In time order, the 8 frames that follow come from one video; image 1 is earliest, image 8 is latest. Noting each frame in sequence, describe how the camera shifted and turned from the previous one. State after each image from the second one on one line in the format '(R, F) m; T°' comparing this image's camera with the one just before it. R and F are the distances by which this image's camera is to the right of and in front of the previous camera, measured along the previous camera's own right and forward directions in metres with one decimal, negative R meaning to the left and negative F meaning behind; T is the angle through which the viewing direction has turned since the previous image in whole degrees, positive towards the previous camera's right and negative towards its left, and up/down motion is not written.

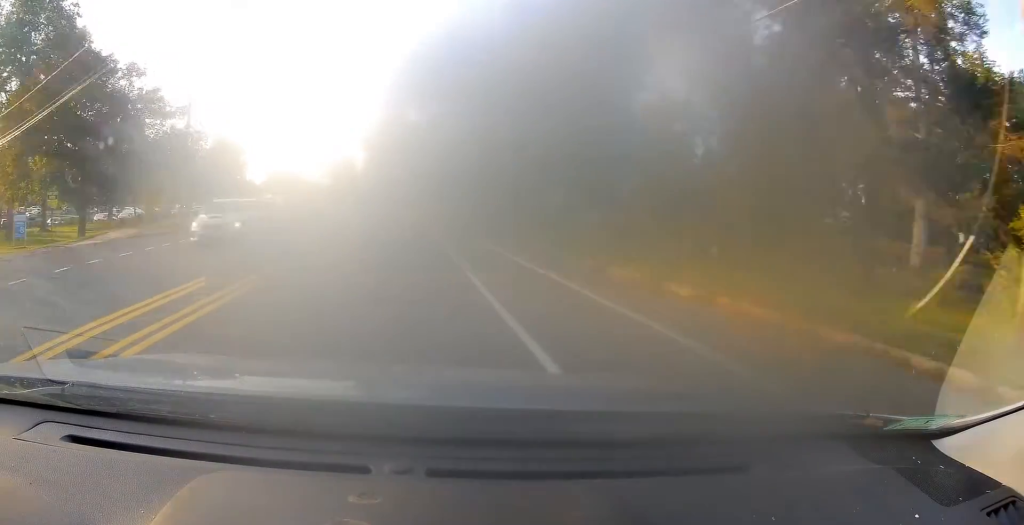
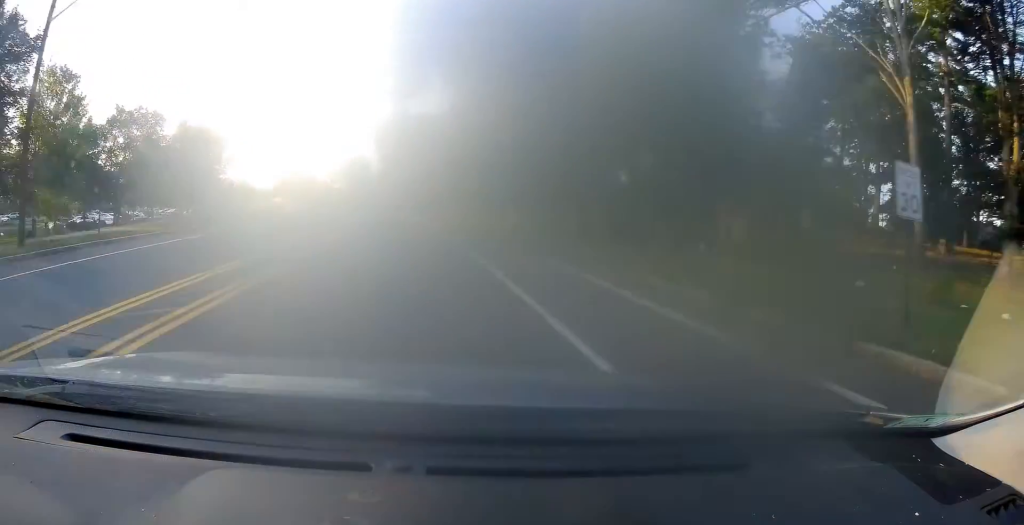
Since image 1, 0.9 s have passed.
(-0.1, +17.0) m; -2°
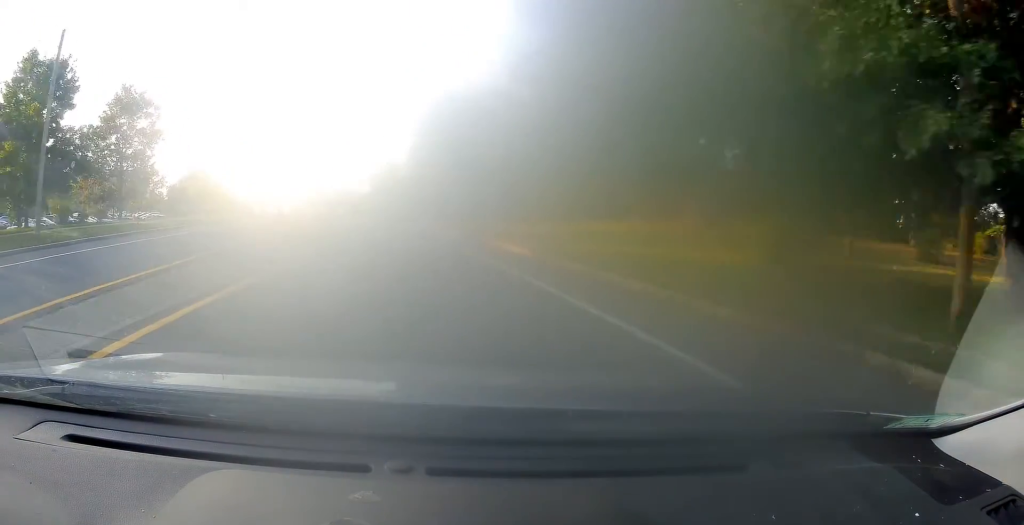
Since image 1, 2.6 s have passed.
(-0.9, +30.8) m; -2°
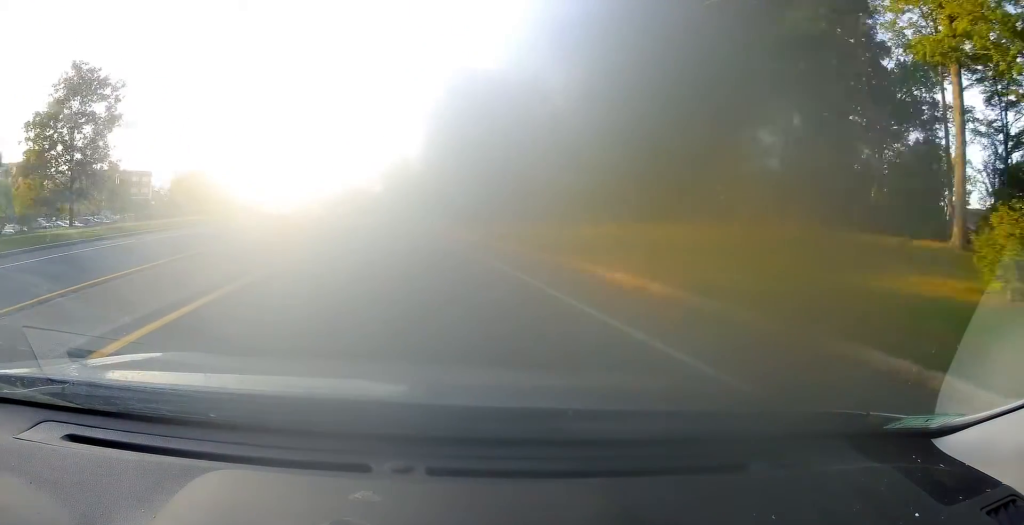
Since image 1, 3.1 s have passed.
(-0.2, +9.9) m; -3°
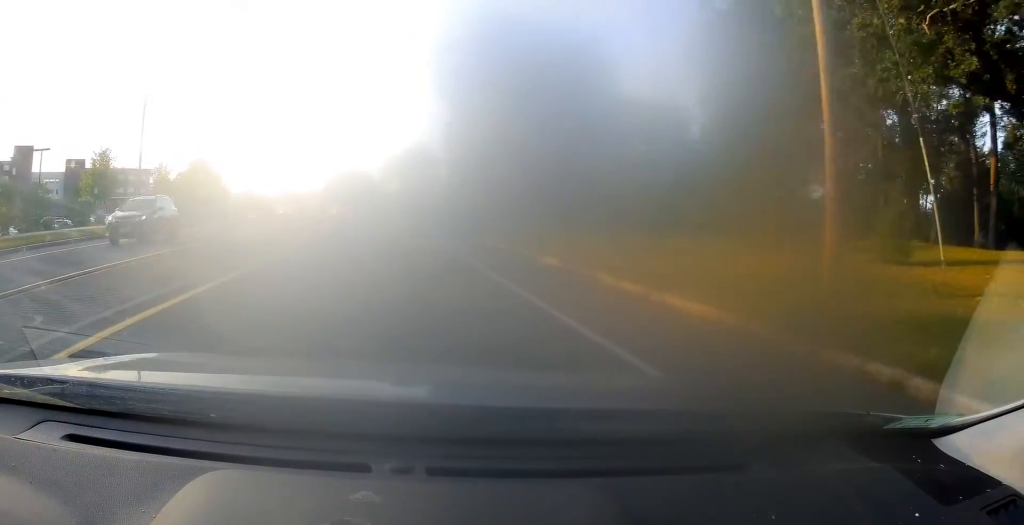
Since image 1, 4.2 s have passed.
(-0.9, +17.8) m; -4°
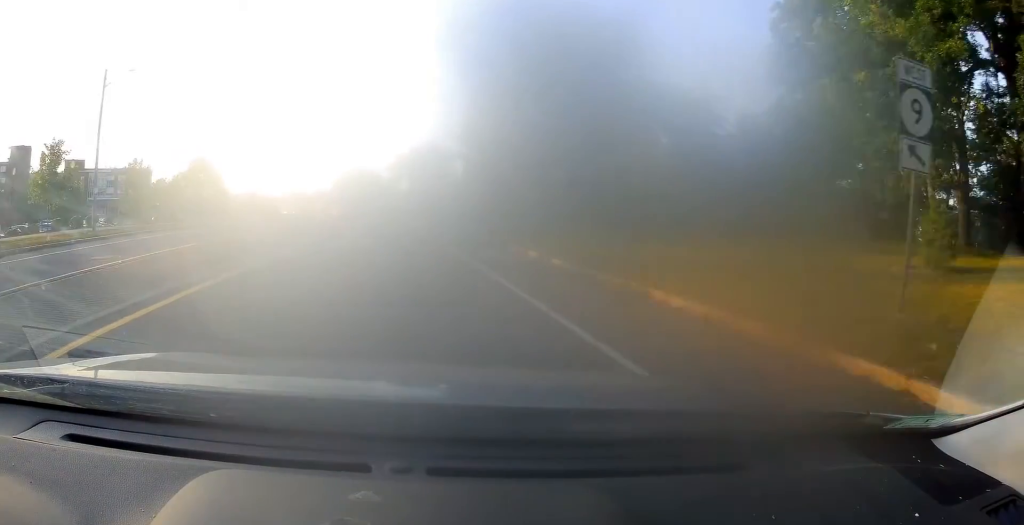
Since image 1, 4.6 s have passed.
(-0.3, +7.0) m; -1°
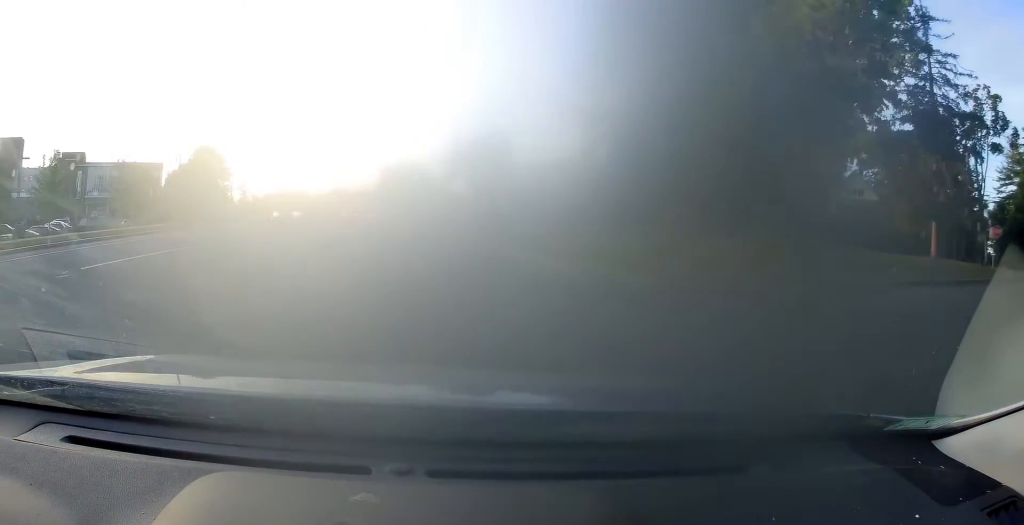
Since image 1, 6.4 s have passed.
(-0.9, +25.9) m; -5°
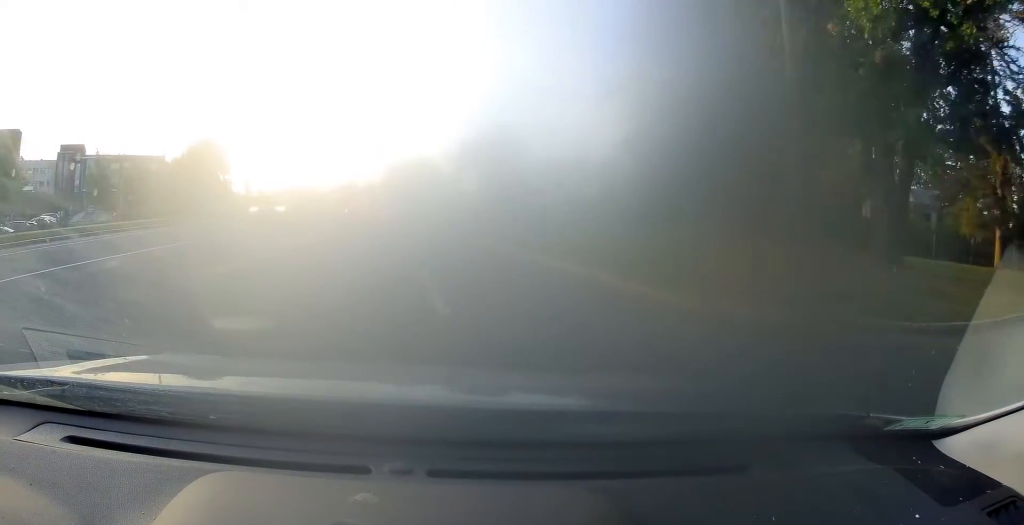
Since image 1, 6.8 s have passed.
(-0.1, +5.5) m; -1°
